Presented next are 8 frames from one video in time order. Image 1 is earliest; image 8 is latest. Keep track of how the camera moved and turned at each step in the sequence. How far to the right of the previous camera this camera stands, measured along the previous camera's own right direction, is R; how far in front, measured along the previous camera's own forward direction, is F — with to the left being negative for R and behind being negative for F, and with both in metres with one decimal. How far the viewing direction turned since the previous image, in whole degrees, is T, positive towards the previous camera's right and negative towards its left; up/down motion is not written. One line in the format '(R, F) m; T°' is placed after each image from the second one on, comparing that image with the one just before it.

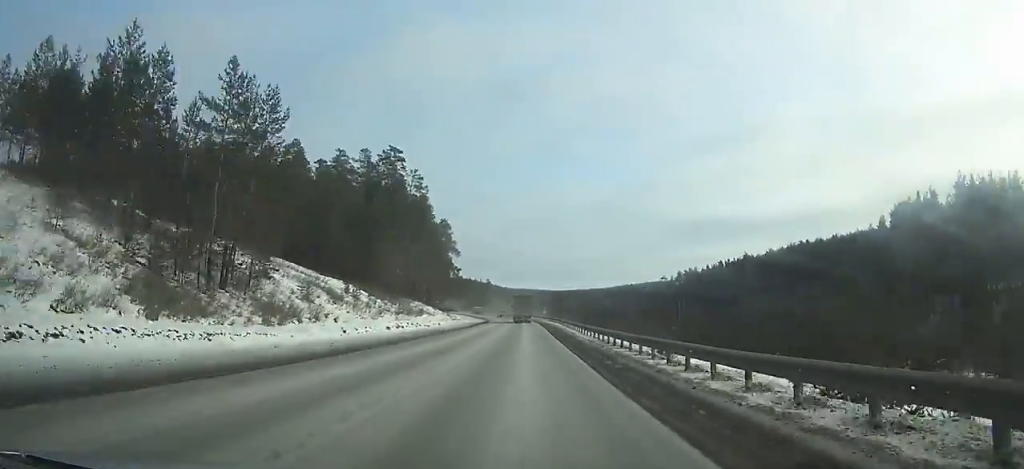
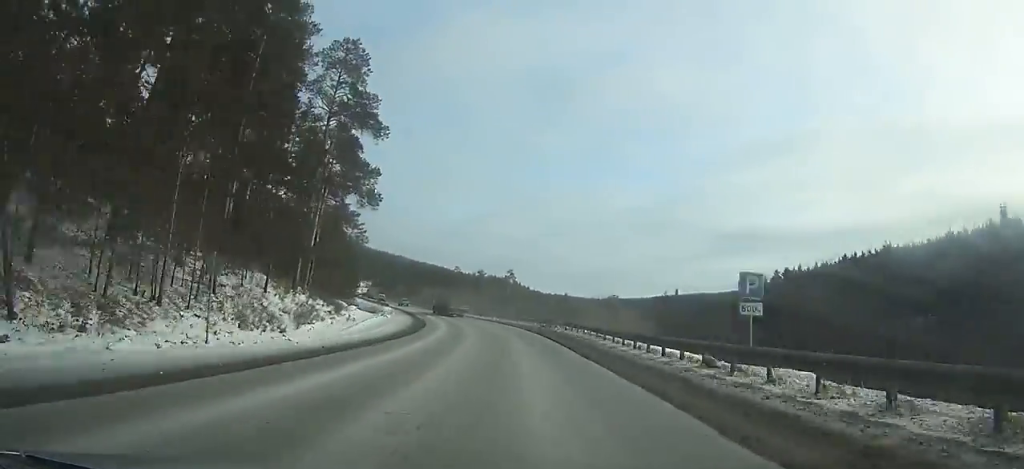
(-2.5, +102.7) m; -6°
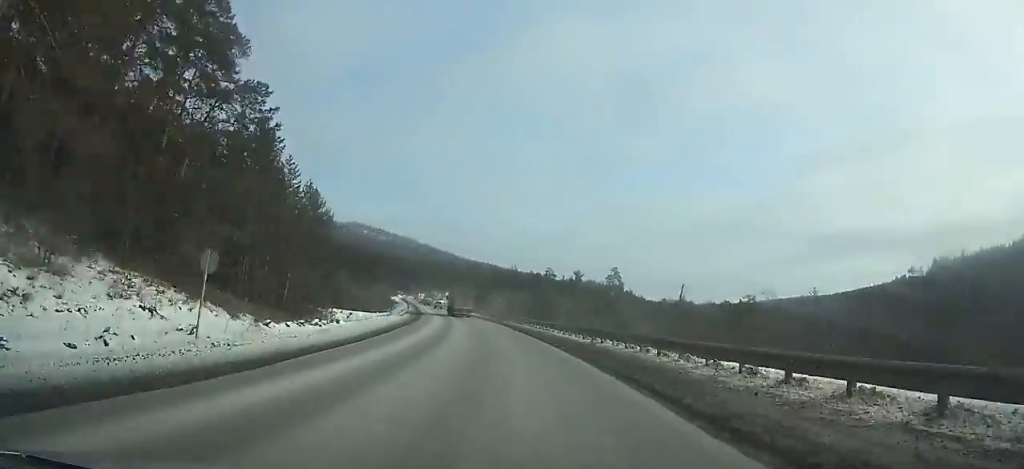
(-1.2, +49.7) m; -7°
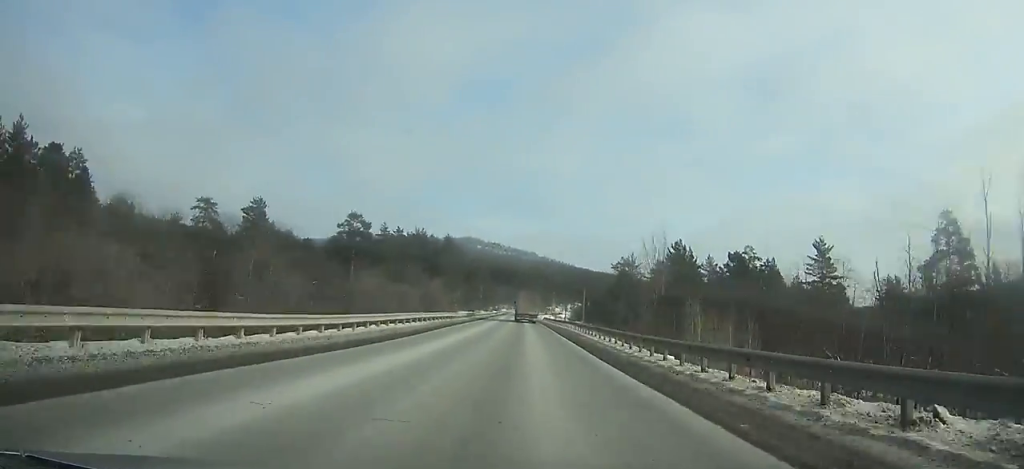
(-16.5, +111.7) m; -12°
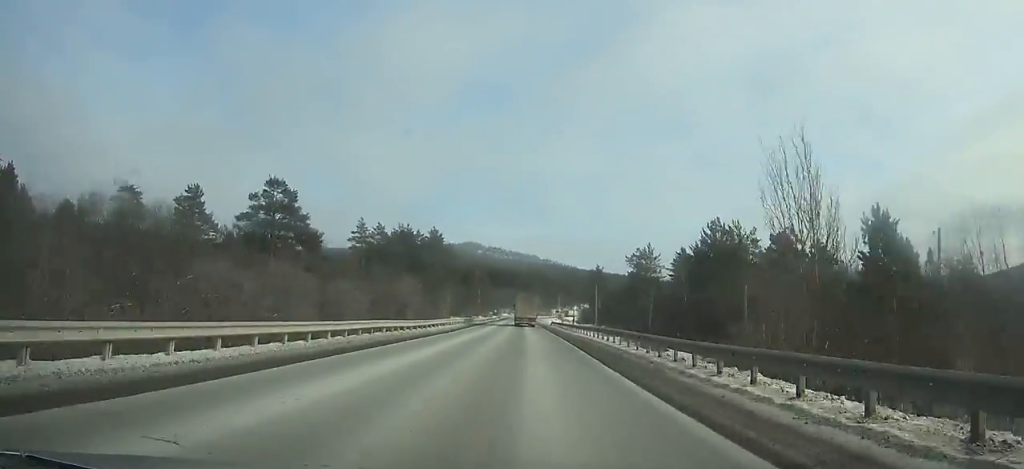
(-0.1, +23.1) m; 0°
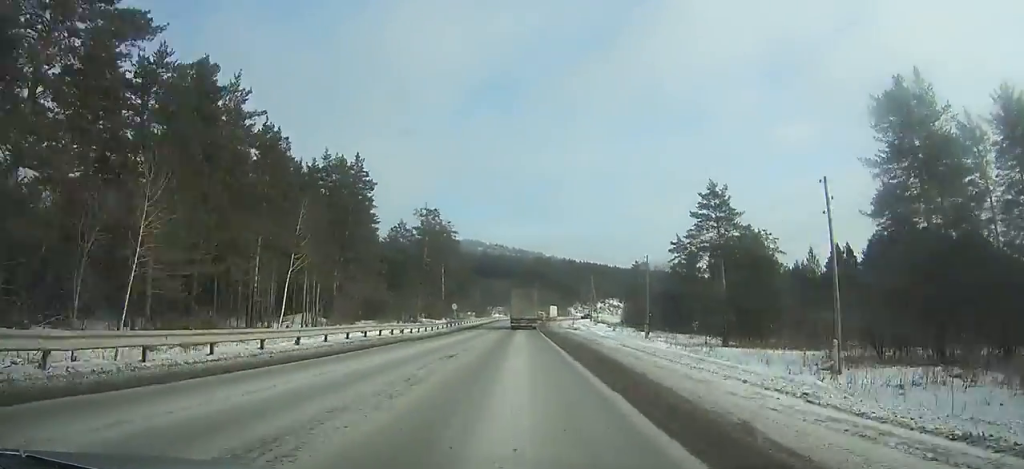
(-1.0, +107.0) m; -1°
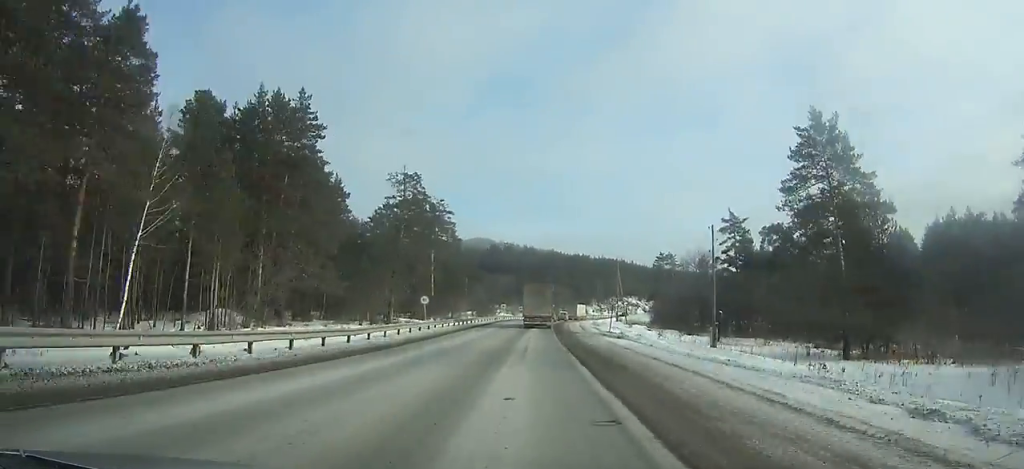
(0.0, +23.5) m; 0°
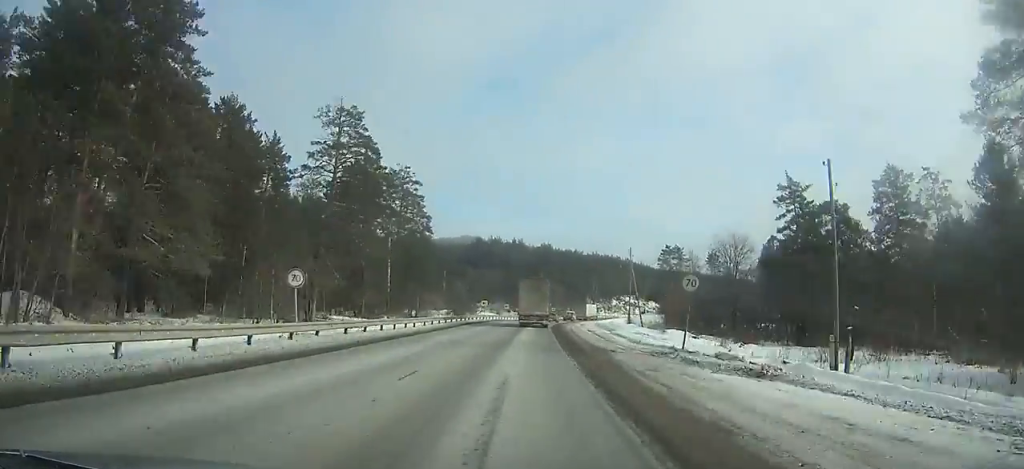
(0.0, +23.1) m; 0°
